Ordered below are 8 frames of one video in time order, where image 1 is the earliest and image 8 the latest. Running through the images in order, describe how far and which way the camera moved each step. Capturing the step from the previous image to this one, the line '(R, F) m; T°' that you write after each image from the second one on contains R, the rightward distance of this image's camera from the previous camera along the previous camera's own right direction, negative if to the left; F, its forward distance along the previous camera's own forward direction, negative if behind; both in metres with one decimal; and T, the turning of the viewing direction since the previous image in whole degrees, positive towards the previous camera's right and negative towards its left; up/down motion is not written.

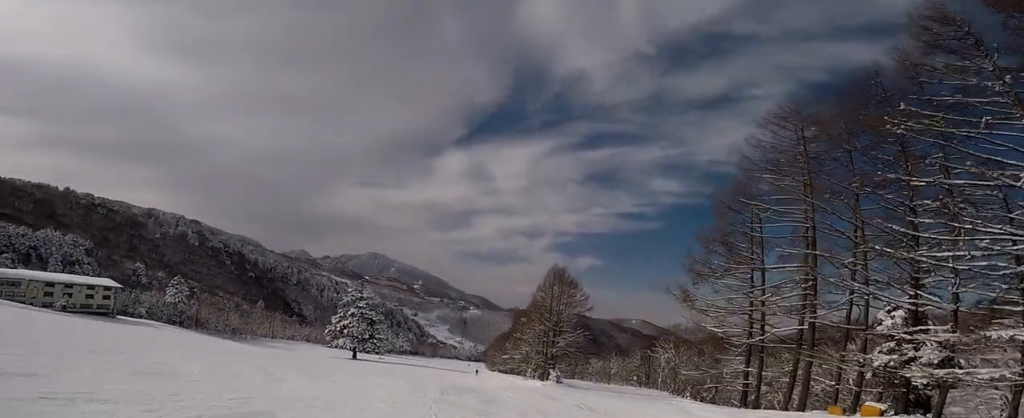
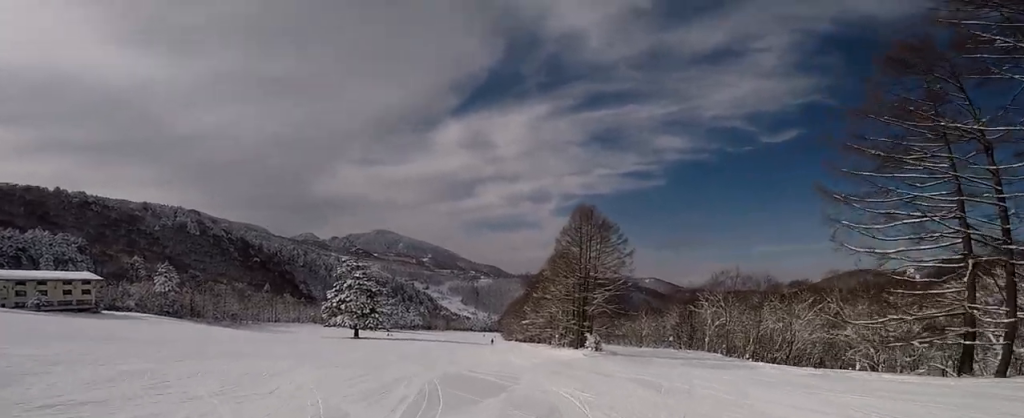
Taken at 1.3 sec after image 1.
(-0.2, +13.1) m; -2°
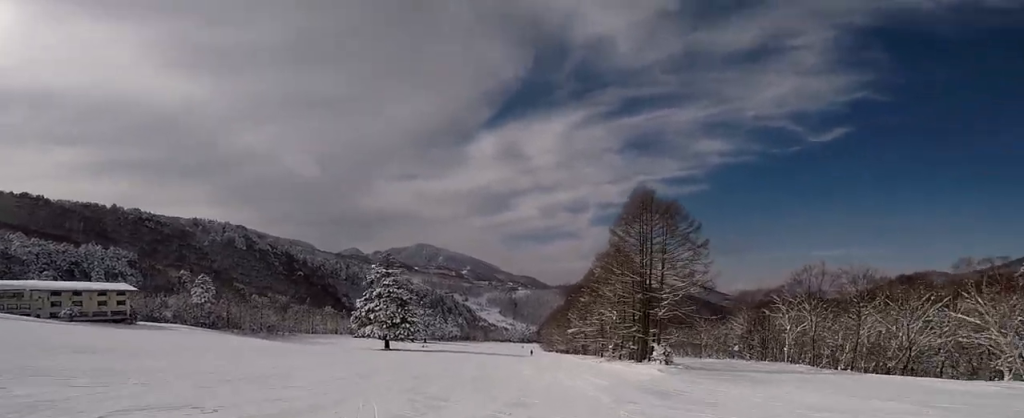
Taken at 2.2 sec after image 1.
(-0.2, +9.1) m; 0°
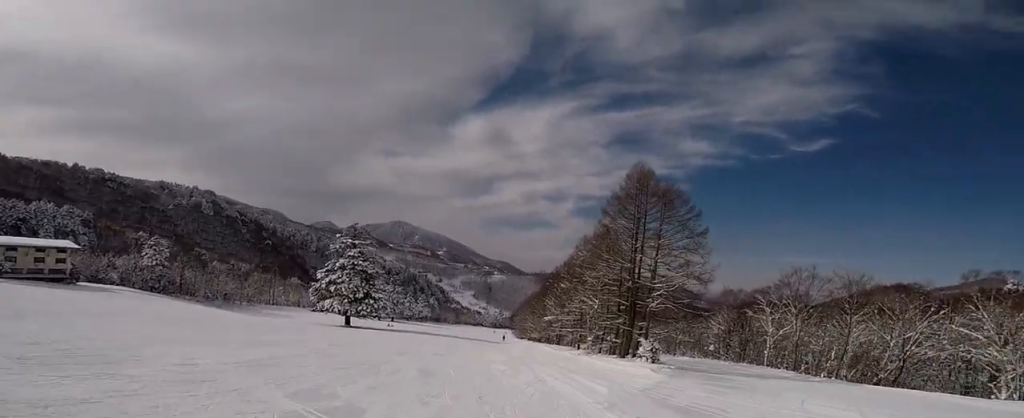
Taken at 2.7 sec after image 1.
(+0.1, +5.2) m; +1°
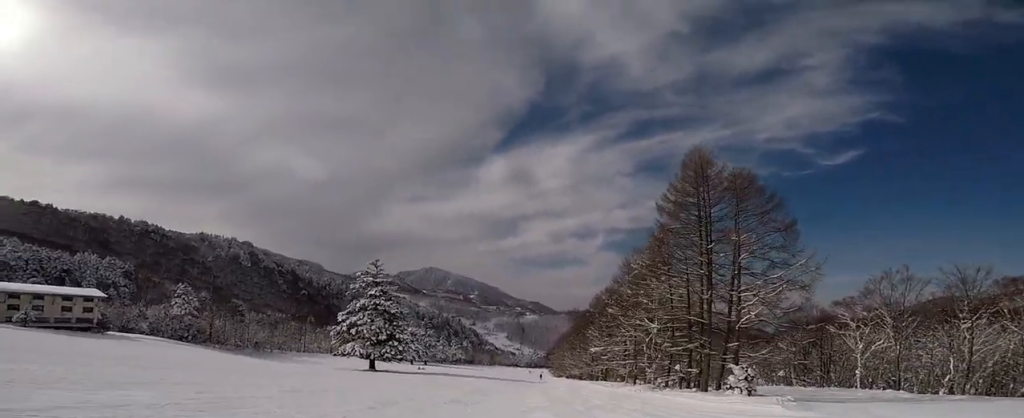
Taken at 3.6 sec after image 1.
(+0.1, +8.2) m; +1°
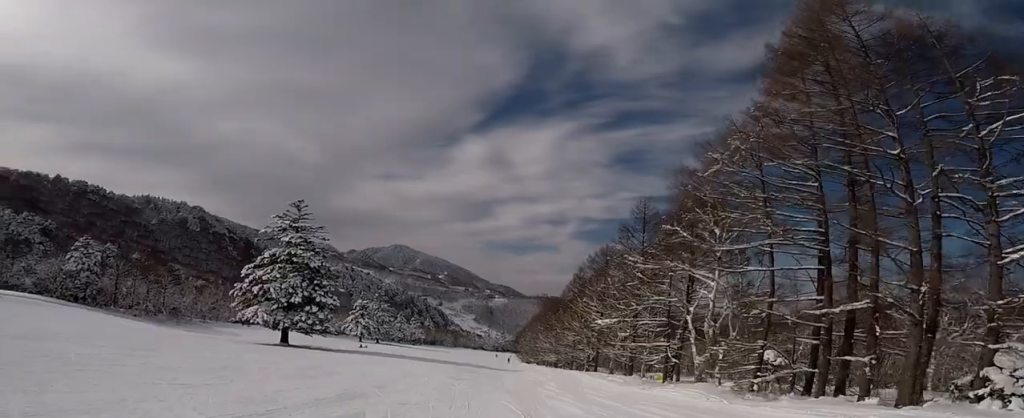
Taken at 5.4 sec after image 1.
(0.0, +18.7) m; 0°
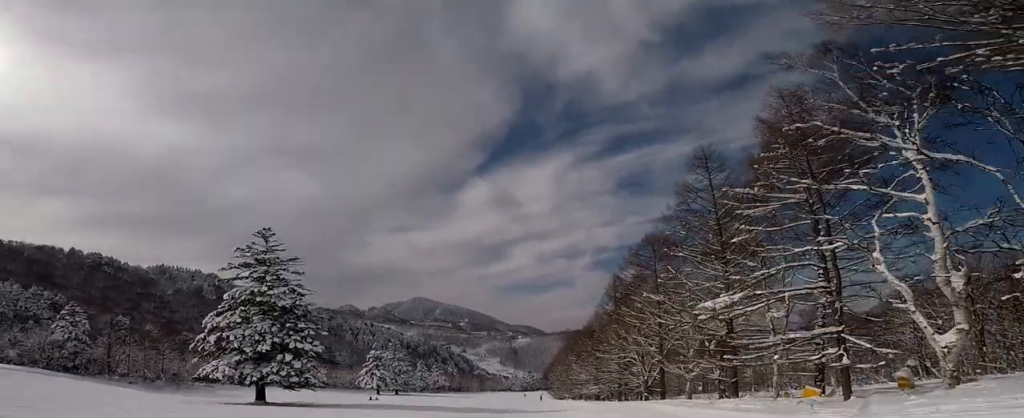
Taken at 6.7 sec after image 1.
(0.0, +13.4) m; 0°
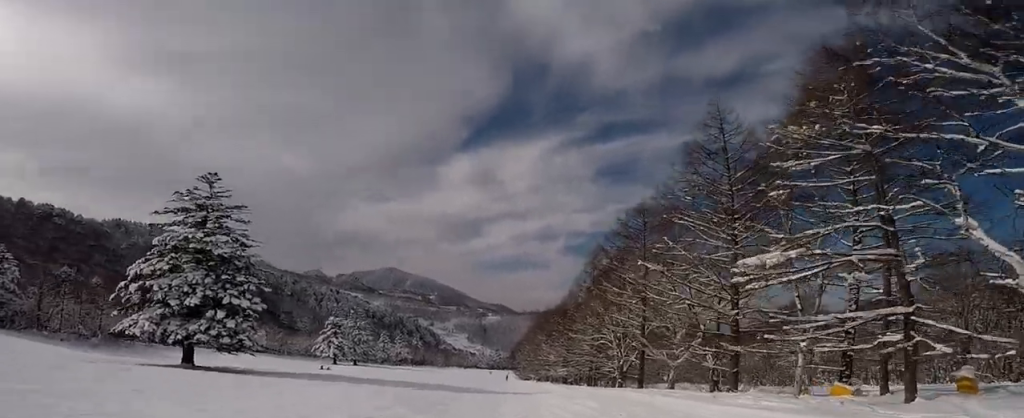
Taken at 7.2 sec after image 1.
(0.0, +4.8) m; 0°
